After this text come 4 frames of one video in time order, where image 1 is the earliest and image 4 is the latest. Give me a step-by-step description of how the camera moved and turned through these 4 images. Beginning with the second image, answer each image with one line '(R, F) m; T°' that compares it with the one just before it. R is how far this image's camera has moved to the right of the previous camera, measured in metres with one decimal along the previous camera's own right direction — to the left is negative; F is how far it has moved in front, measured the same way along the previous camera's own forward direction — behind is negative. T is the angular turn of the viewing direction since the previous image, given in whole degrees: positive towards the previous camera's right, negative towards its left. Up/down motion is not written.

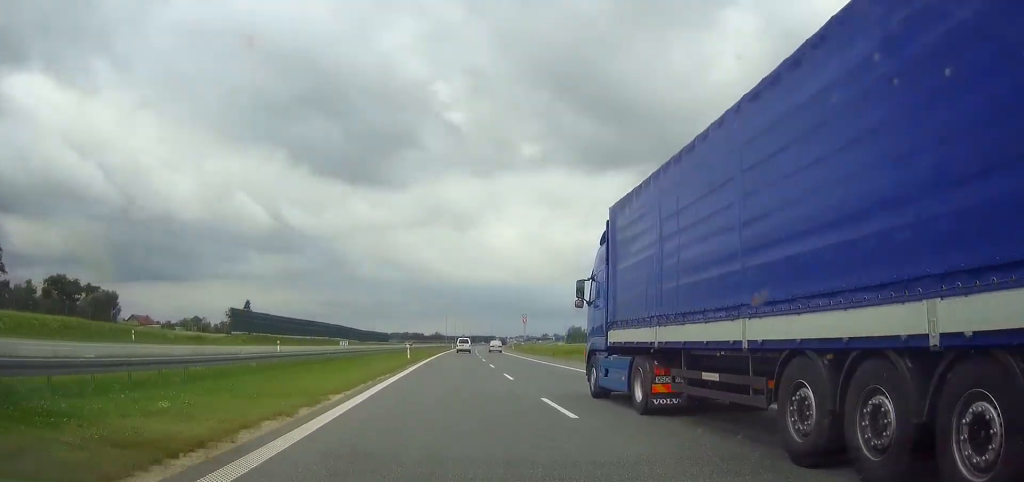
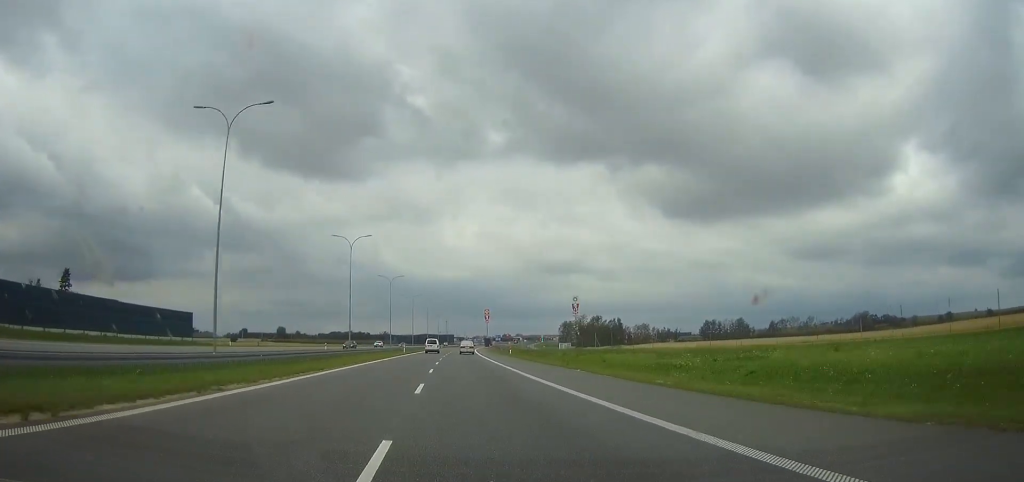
(+0.7, +165.9) m; +2°
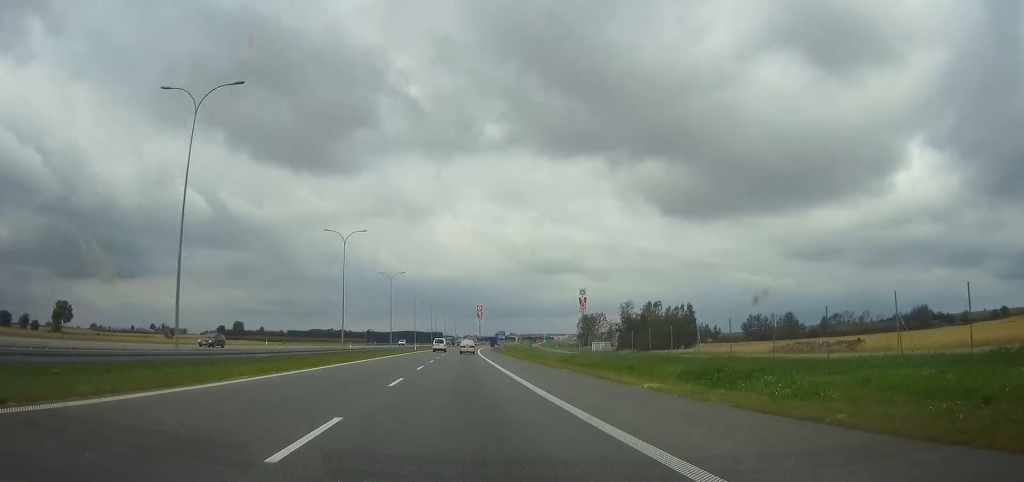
(+2.5, +83.3) m; +2°
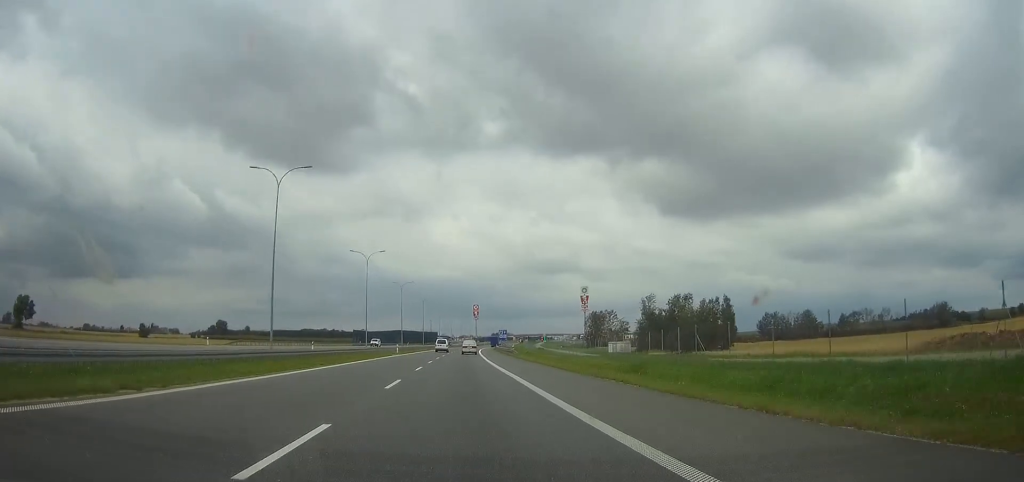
(0.0, +25.2) m; 0°
